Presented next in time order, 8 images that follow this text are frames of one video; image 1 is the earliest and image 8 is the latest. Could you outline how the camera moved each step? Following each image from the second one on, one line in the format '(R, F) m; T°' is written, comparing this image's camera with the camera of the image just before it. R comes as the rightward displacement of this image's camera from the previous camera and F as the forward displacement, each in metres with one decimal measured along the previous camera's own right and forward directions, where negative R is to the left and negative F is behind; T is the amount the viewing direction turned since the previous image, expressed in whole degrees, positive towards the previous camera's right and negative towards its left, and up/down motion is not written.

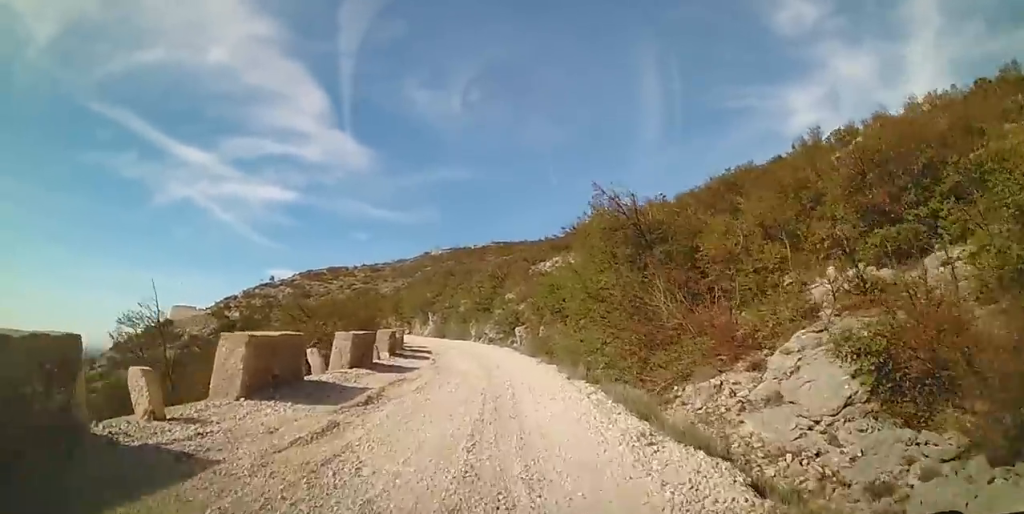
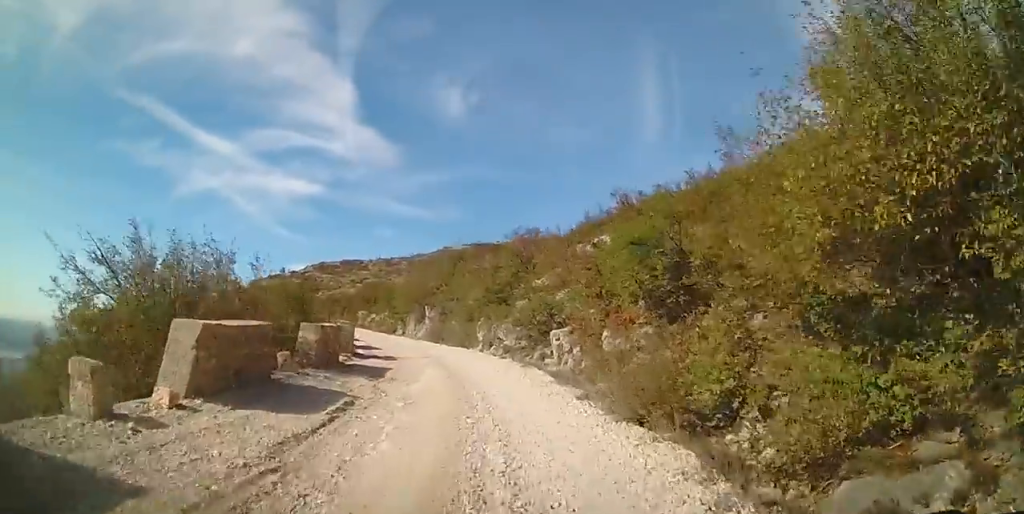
(-0.9, +13.7) m; -4°
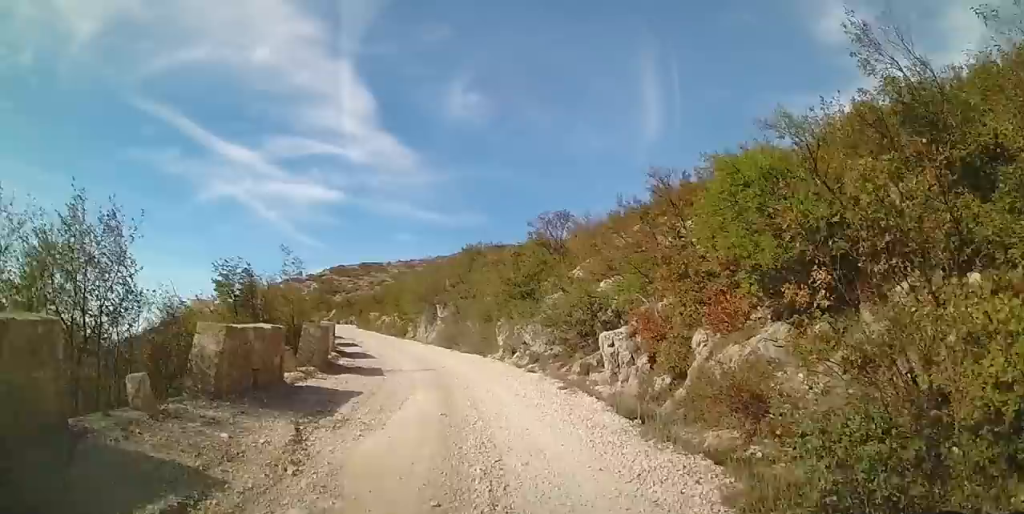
(+0.4, +5.5) m; 0°
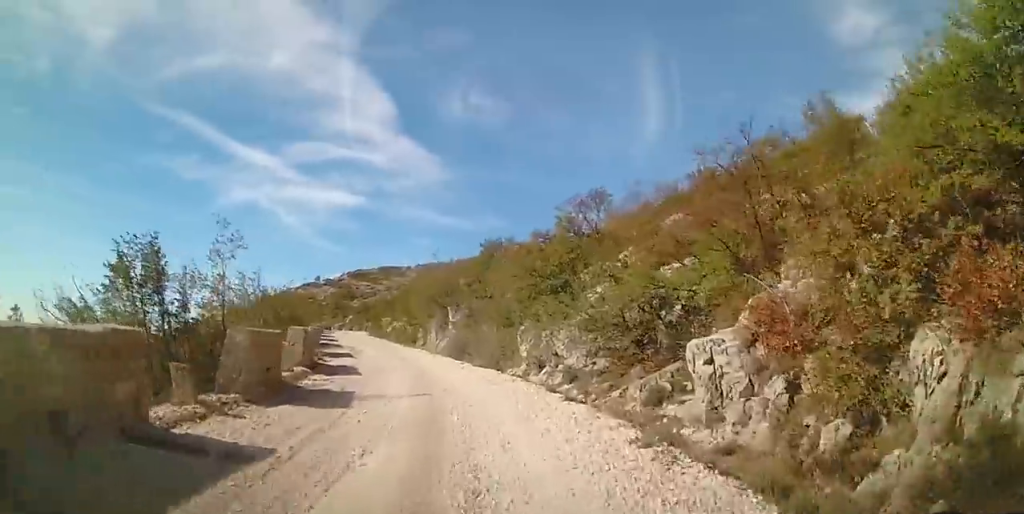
(-0.3, +4.9) m; -3°
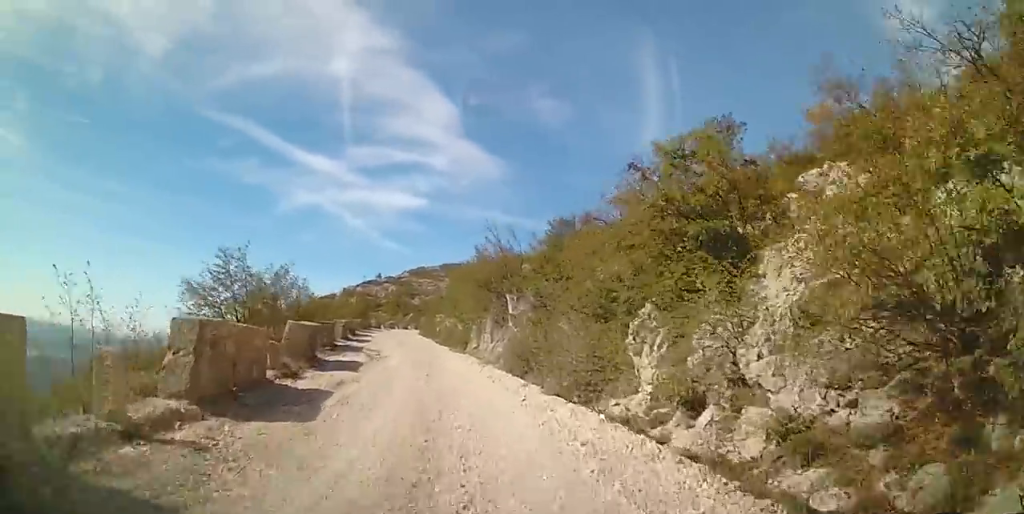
(-0.2, +8.1) m; -1°
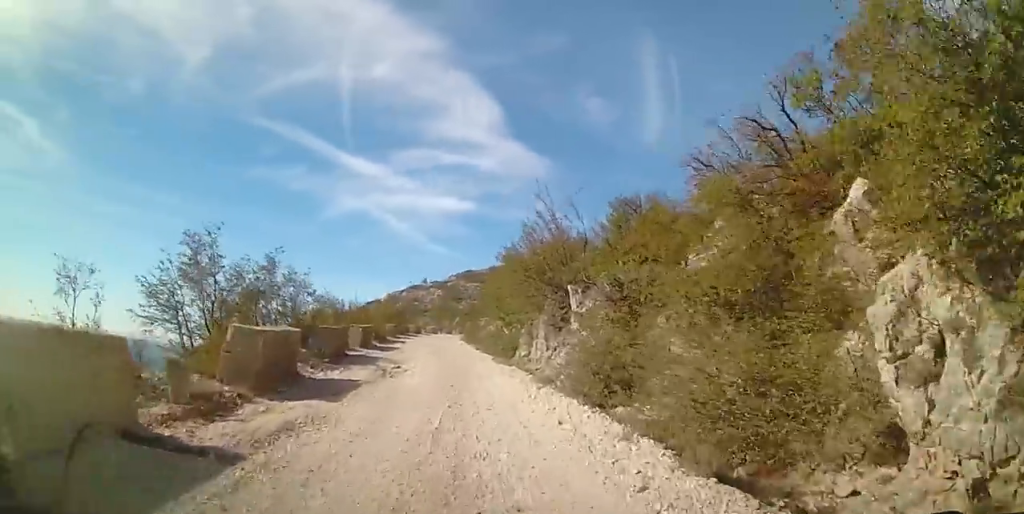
(+0.1, +5.4) m; -7°
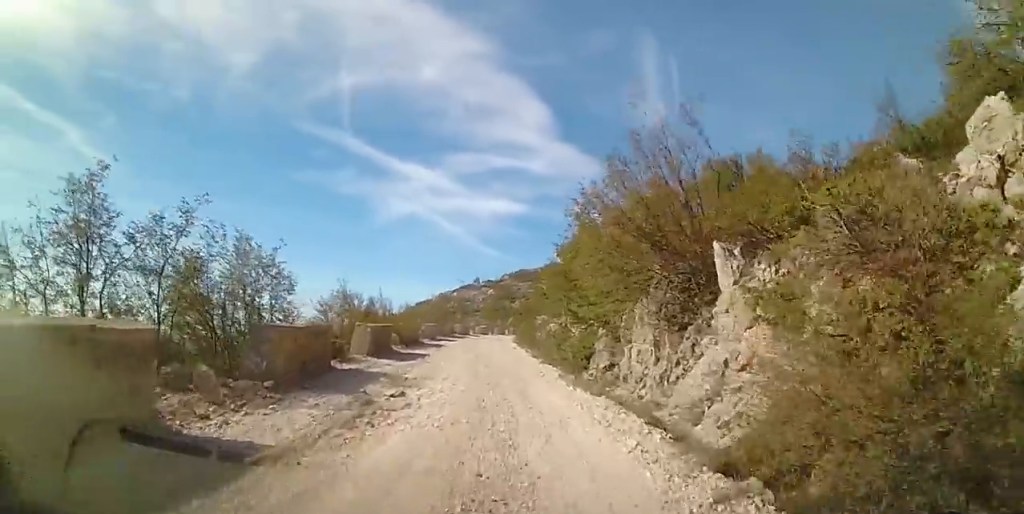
(-0.8, +6.8) m; -9°
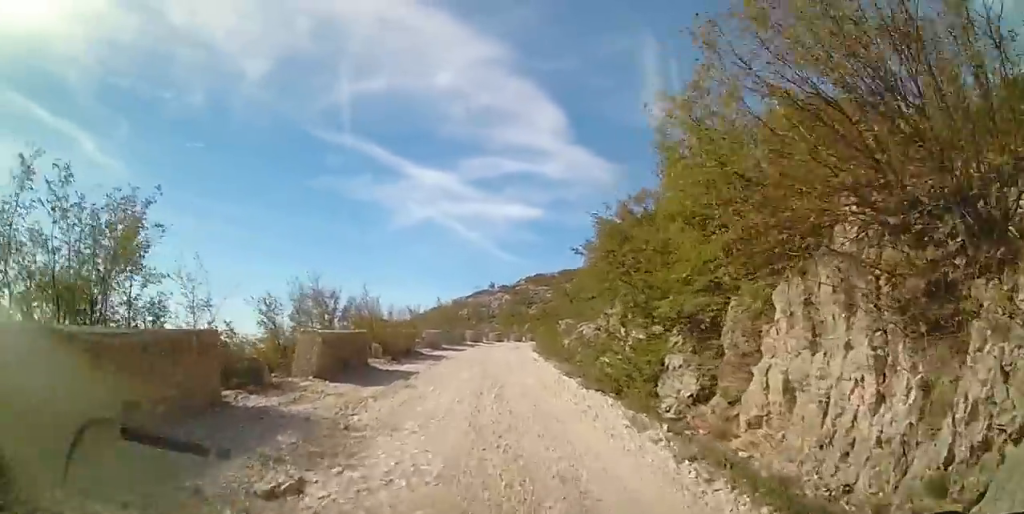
(-0.3, +5.8) m; 0°
